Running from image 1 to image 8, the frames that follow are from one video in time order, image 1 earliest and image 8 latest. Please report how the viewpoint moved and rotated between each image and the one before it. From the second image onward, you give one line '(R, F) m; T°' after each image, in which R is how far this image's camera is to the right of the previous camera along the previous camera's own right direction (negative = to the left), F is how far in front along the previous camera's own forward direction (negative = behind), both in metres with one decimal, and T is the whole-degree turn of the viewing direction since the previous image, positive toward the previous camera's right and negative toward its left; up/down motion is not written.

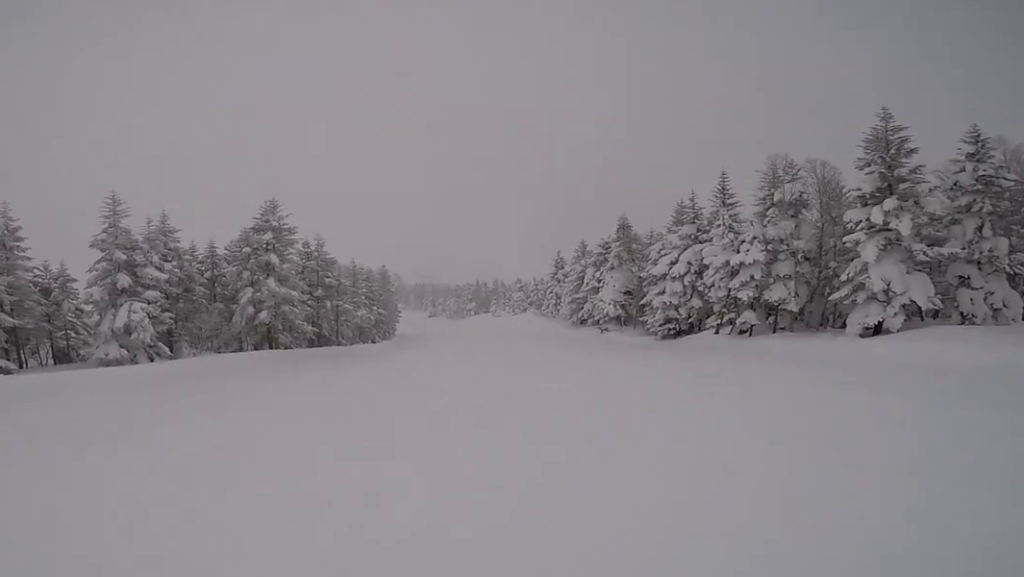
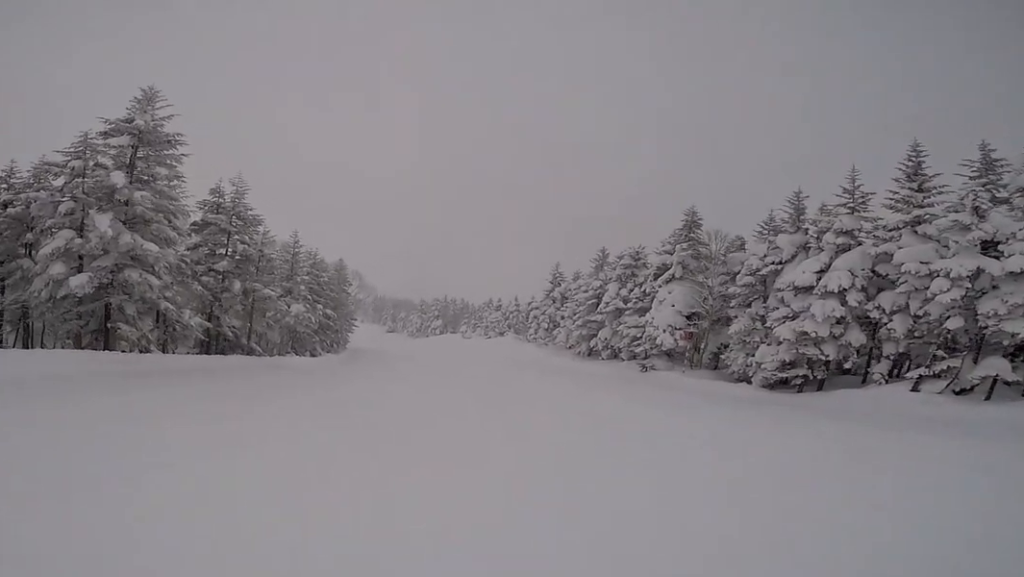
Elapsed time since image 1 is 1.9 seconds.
(+0.2, +12.0) m; +1°
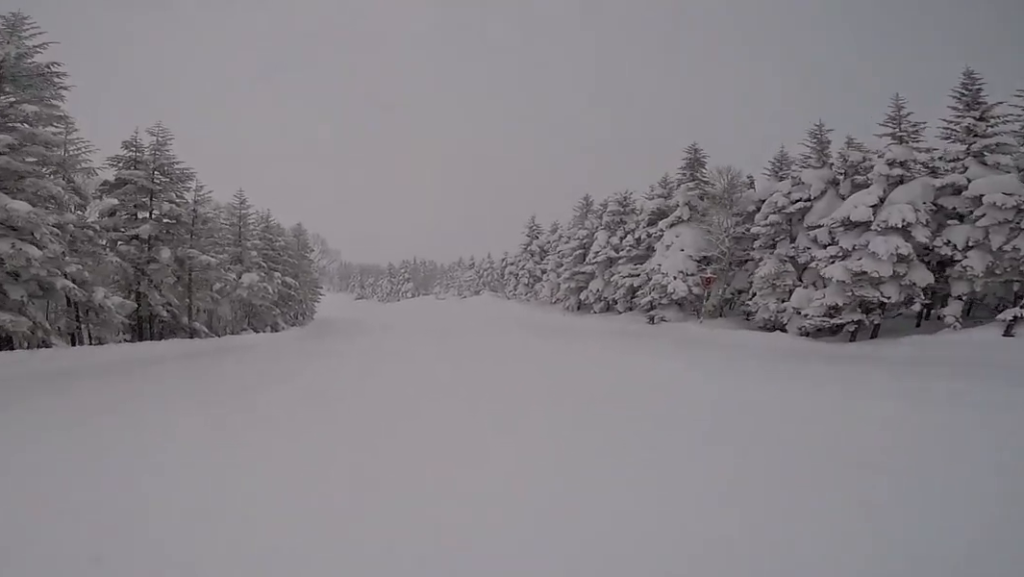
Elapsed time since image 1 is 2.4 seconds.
(0.0, +3.4) m; +5°
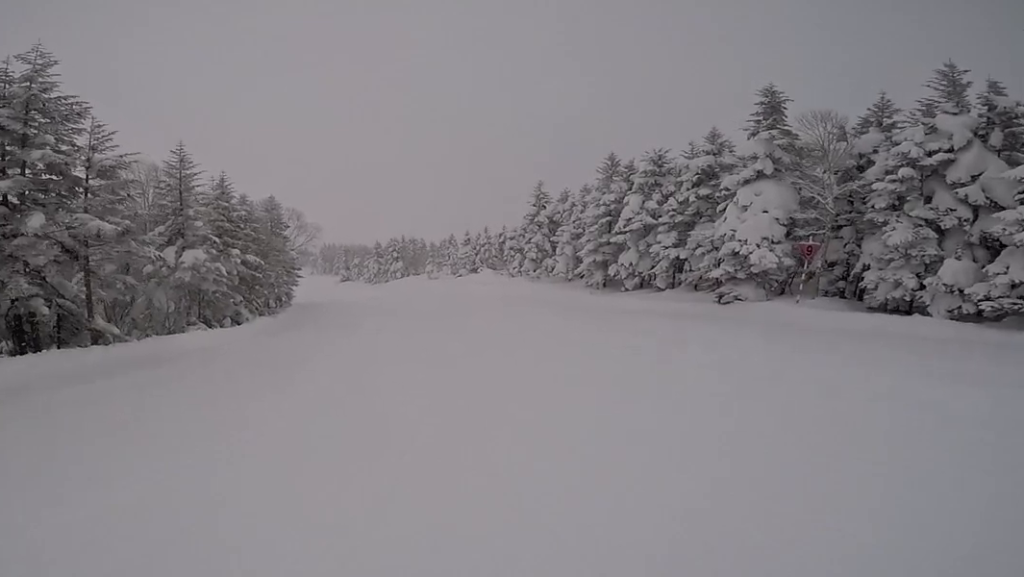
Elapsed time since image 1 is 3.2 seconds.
(+0.7, +5.5) m; +14°
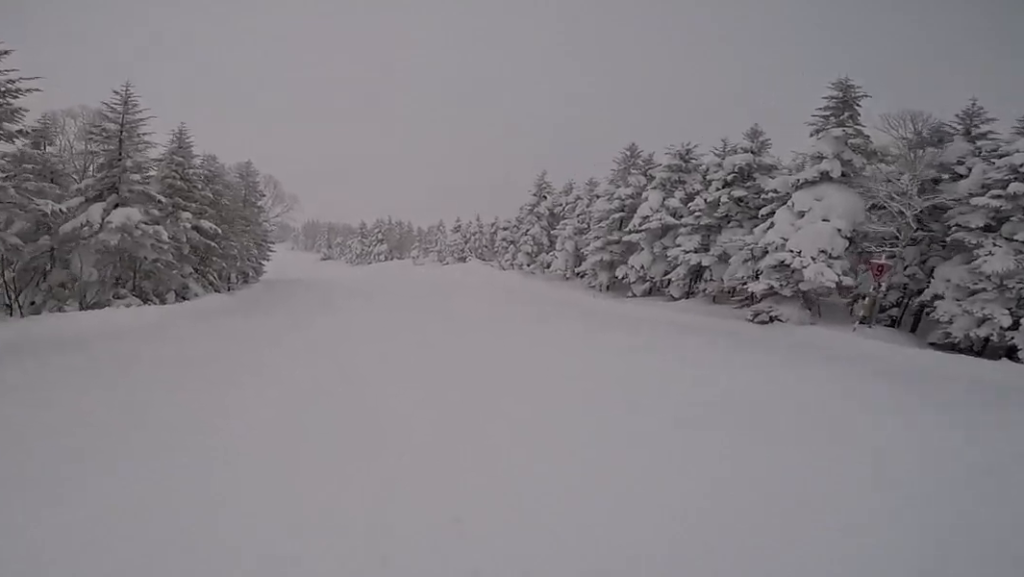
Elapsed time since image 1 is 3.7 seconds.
(+0.5, +3.4) m; 0°
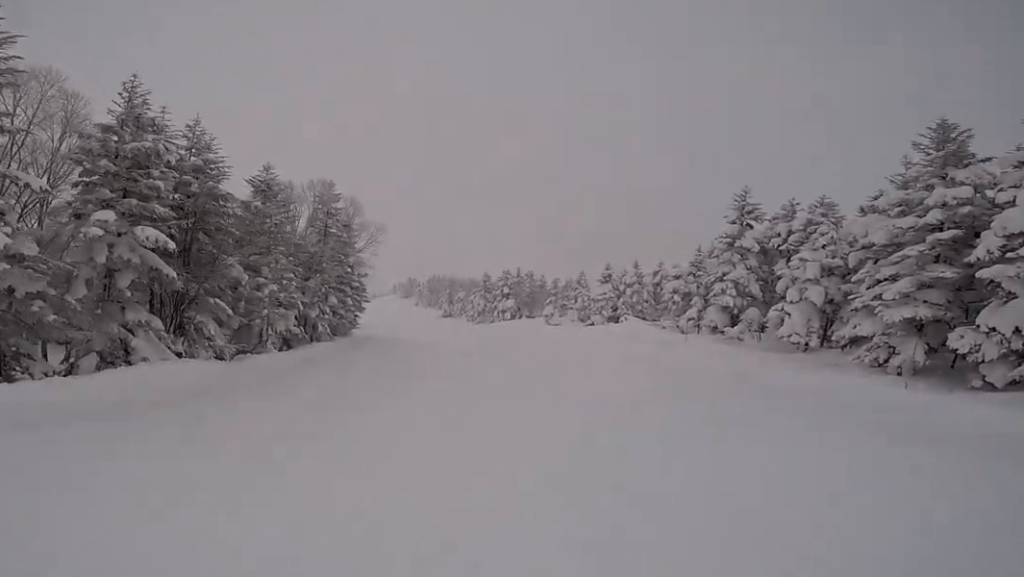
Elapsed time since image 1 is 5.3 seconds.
(-0.9, +10.6) m; -19°
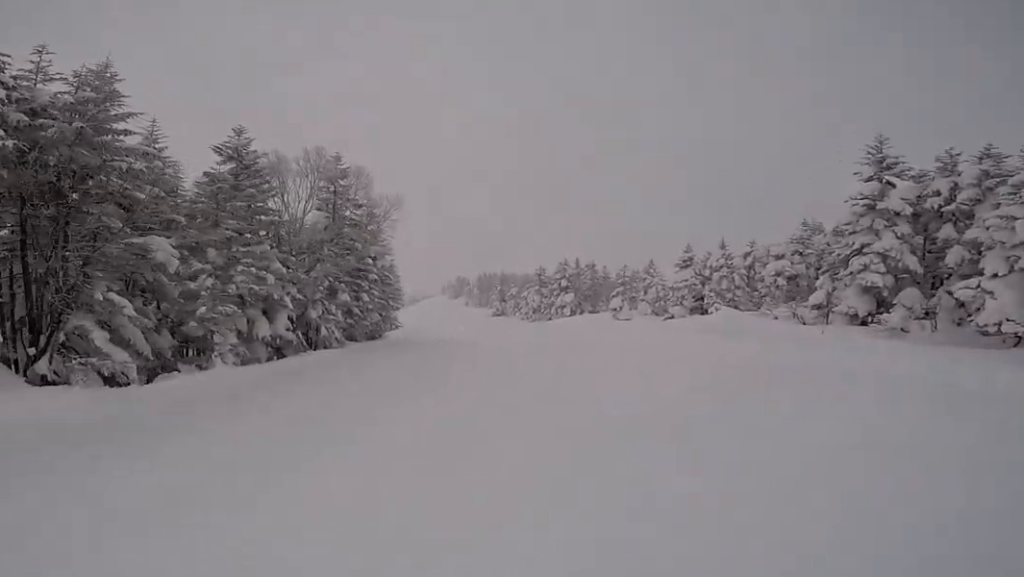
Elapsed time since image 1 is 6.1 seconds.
(-1.0, +5.6) m; -1°
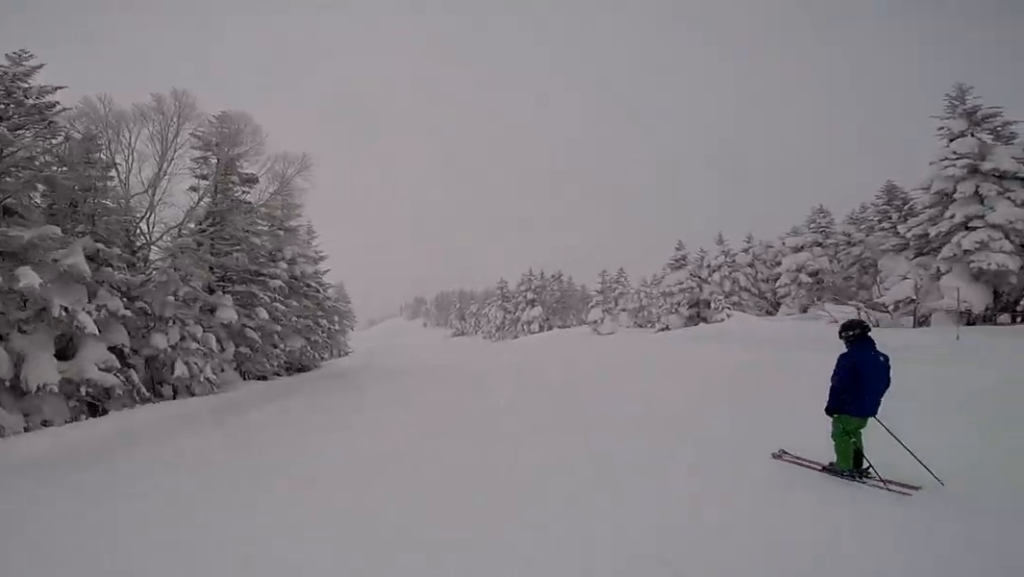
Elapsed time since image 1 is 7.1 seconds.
(+1.0, +7.3) m; -2°
